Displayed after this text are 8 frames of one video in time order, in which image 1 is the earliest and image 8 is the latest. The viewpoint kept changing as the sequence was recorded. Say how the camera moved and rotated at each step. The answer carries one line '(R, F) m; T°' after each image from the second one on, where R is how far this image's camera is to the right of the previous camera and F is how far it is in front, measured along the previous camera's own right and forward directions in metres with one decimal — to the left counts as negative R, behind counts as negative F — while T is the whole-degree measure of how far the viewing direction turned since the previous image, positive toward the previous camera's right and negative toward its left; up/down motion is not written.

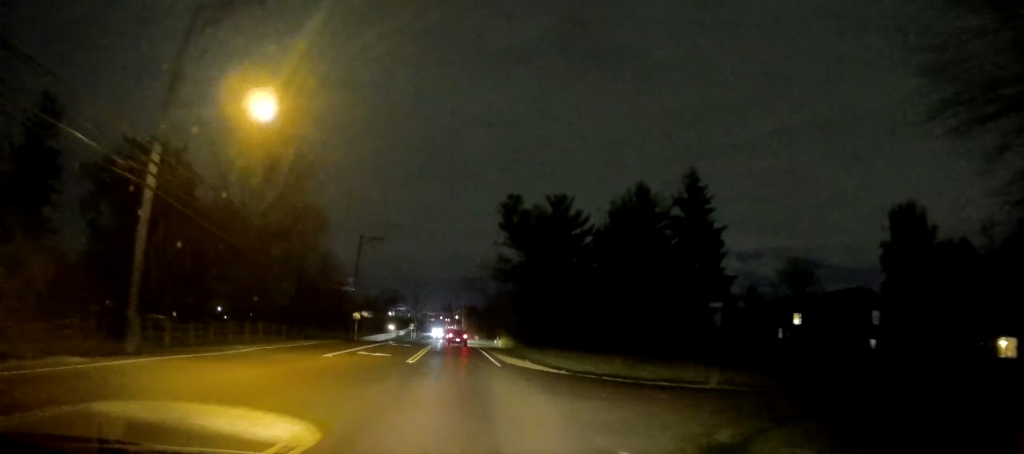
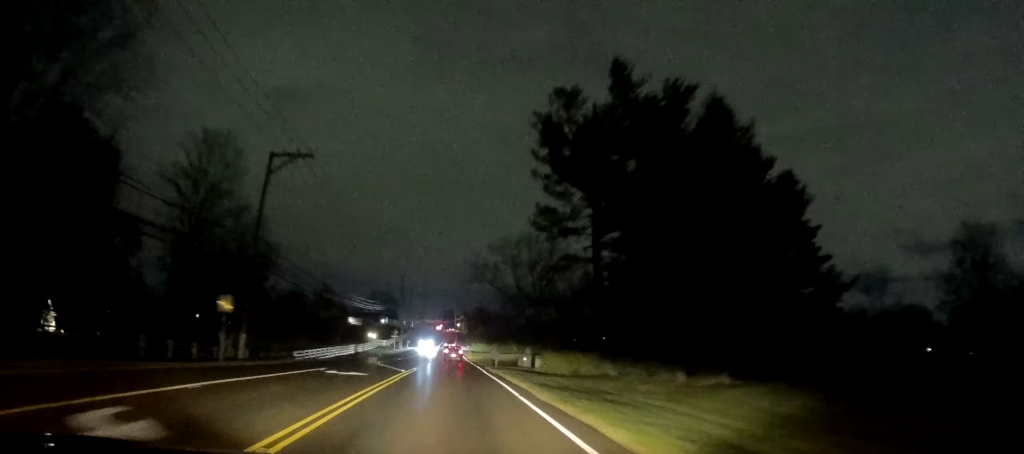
(+0.9, +36.4) m; +2°
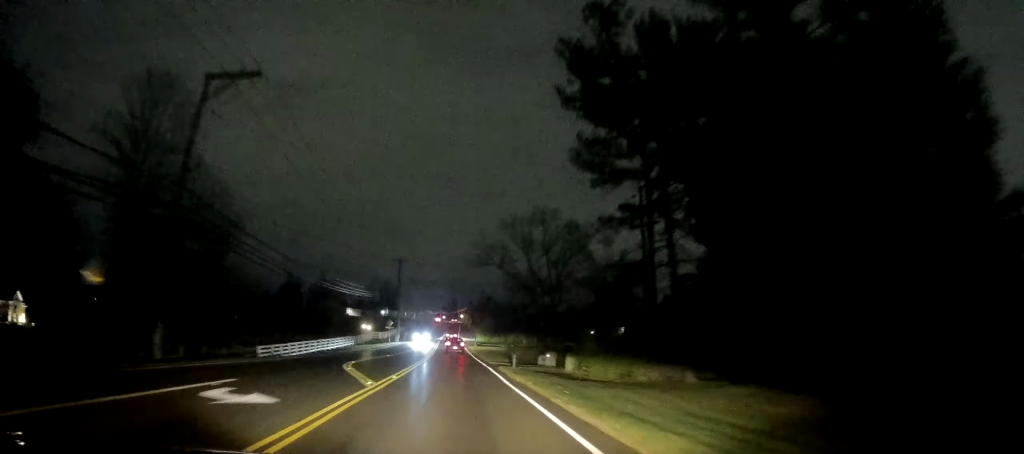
(+0.2, +10.9) m; -1°
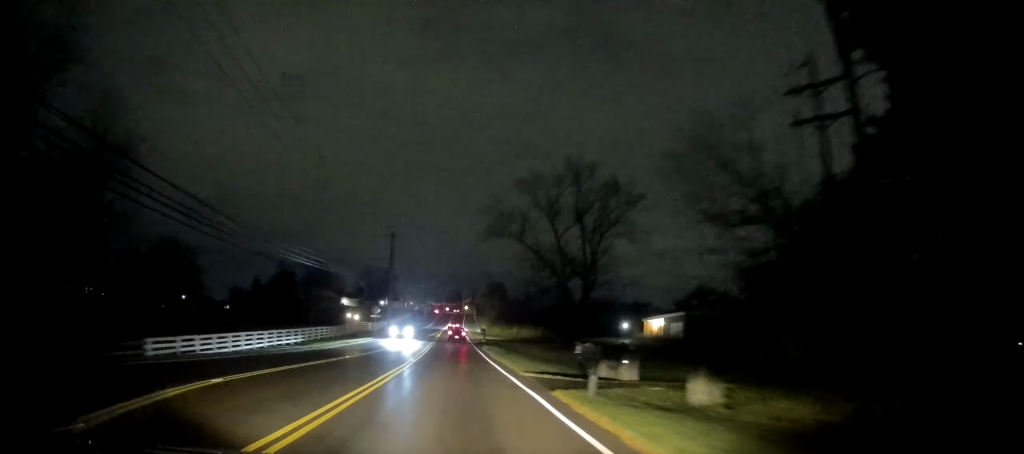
(-0.4, +17.1) m; -1°
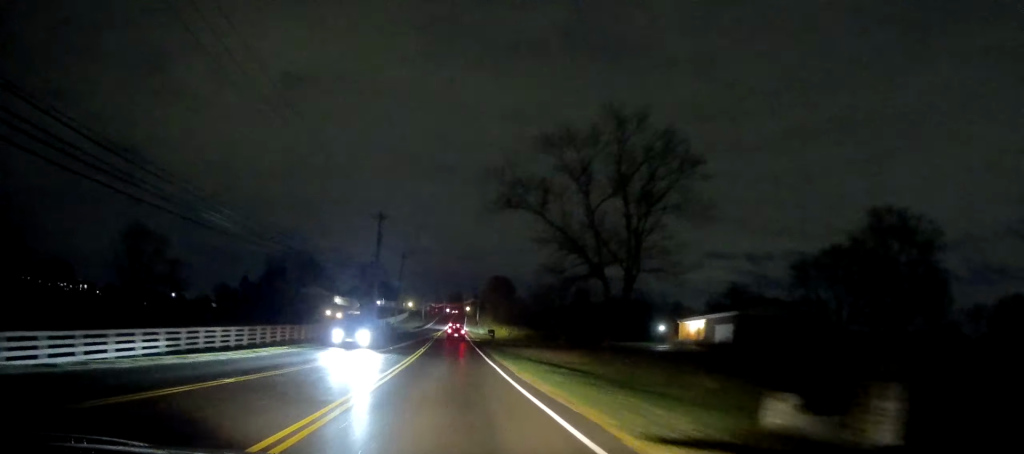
(0.0, +14.2) m; 0°
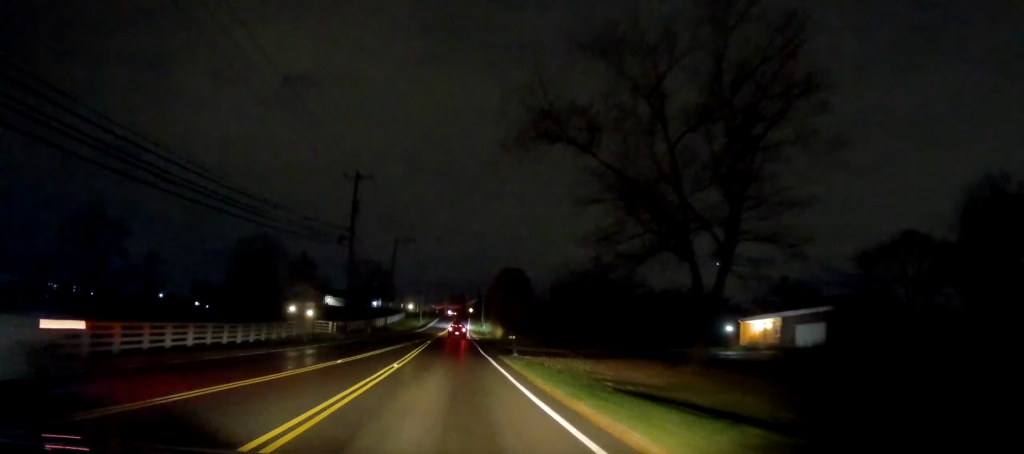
(+0.1, +16.7) m; 0°
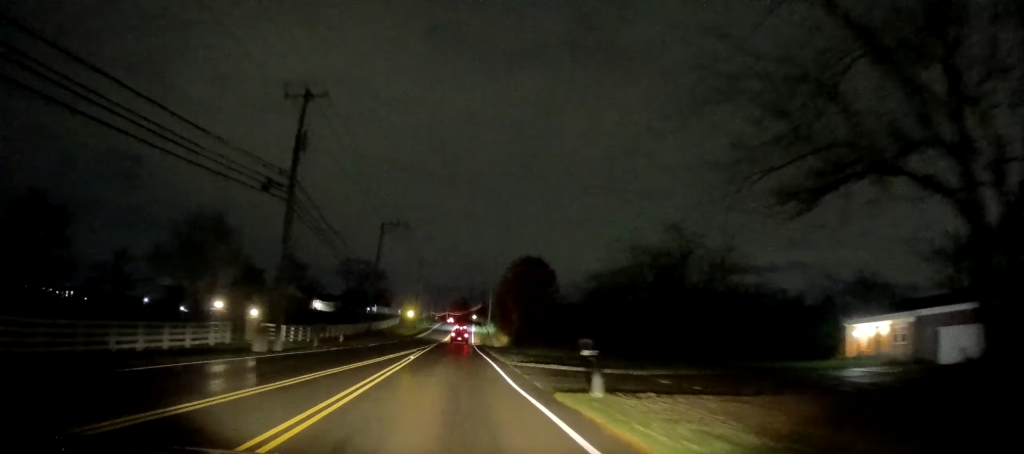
(-0.3, +17.8) m; -1°
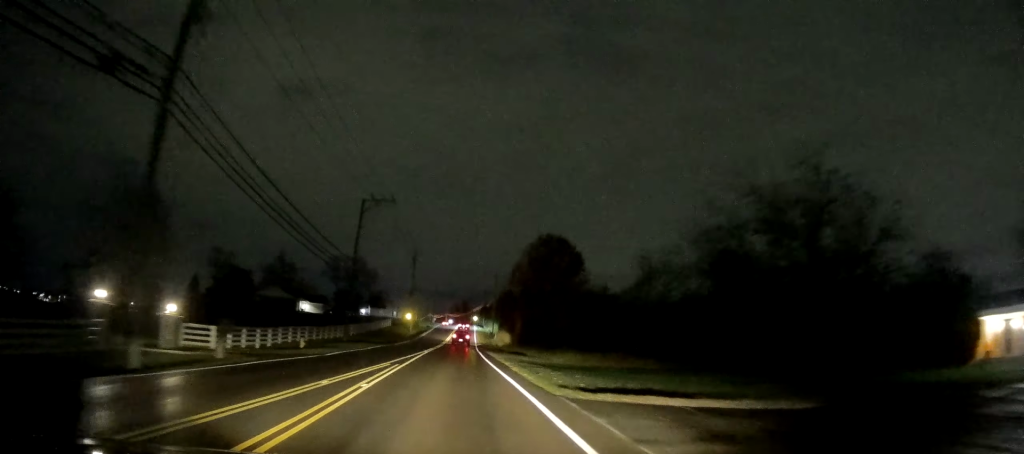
(0.0, +13.4) m; 0°
